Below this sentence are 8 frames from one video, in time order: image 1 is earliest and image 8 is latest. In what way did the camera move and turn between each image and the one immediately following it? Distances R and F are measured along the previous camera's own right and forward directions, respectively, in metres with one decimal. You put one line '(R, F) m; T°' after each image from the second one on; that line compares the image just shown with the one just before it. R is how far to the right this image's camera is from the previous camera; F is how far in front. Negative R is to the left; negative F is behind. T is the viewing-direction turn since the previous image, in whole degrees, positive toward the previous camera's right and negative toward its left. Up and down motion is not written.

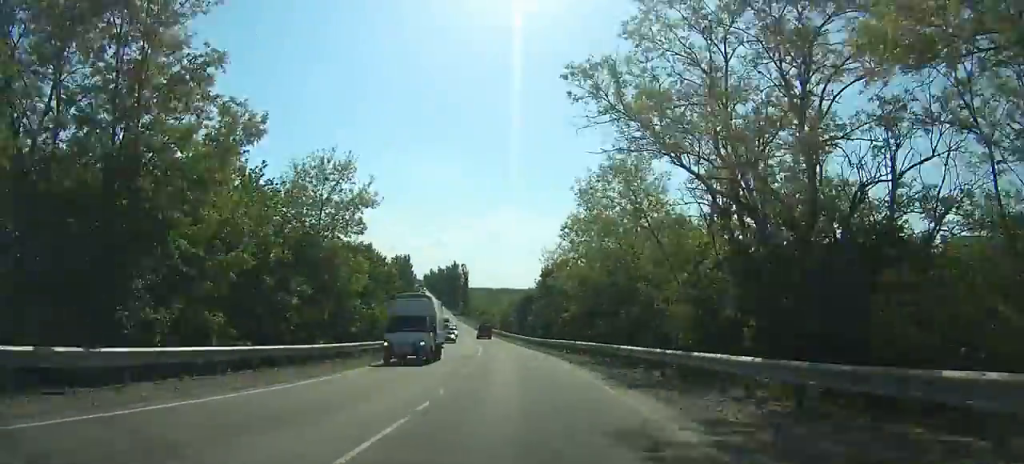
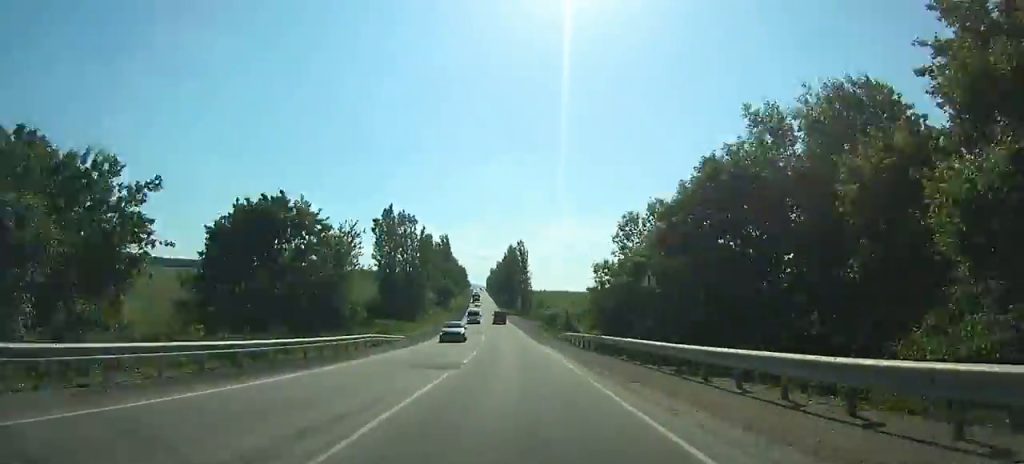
(-5.2, +66.7) m; -7°
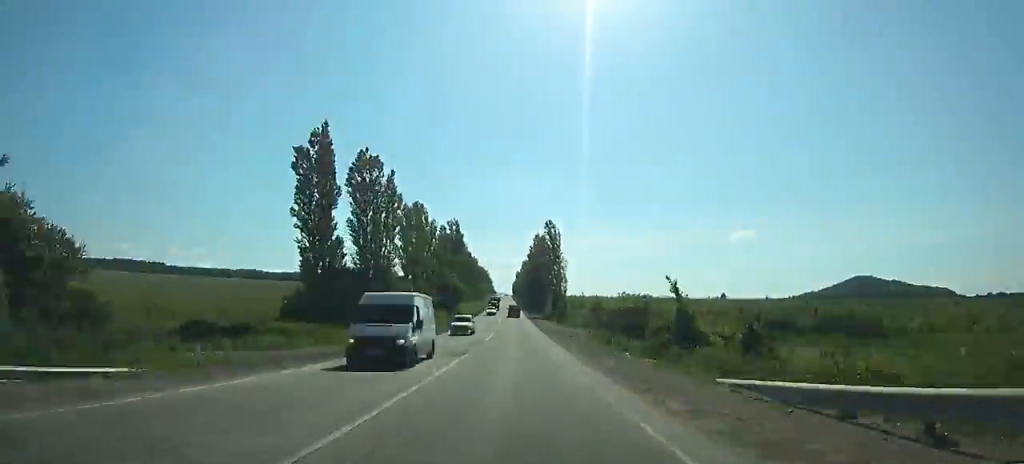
(-0.8, +35.7) m; -2°
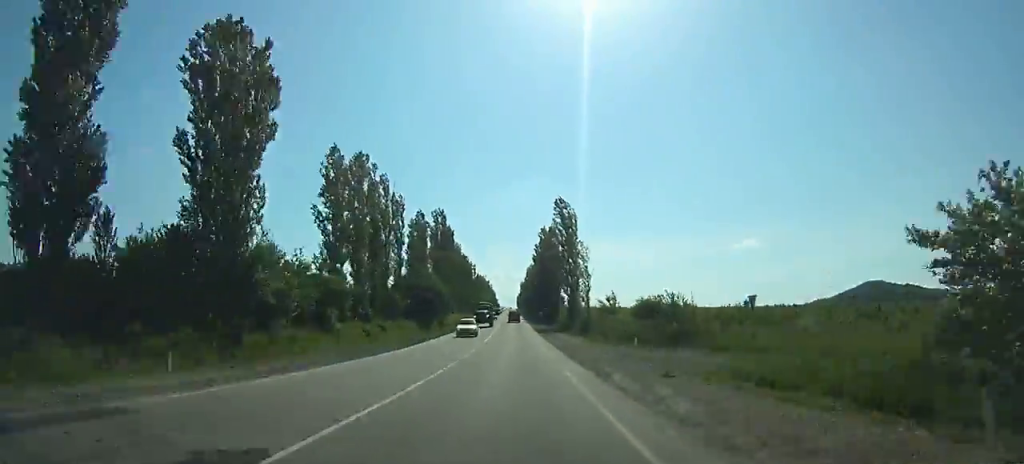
(-0.6, +30.6) m; -1°
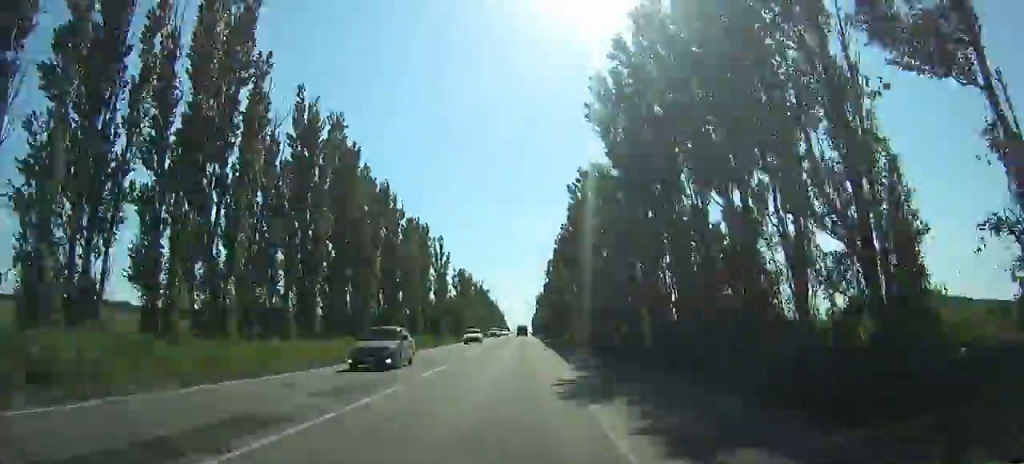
(-2.8, +108.4) m; -2°
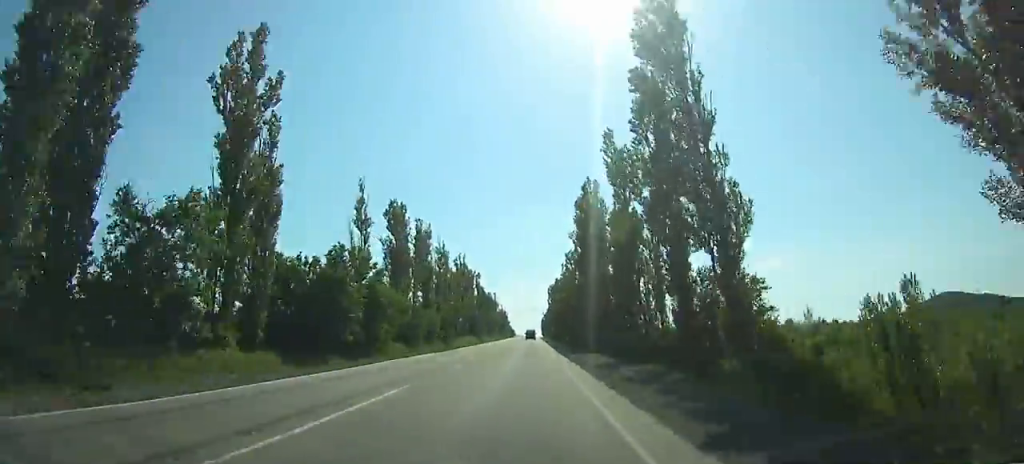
(-0.6, +70.3) m; 0°
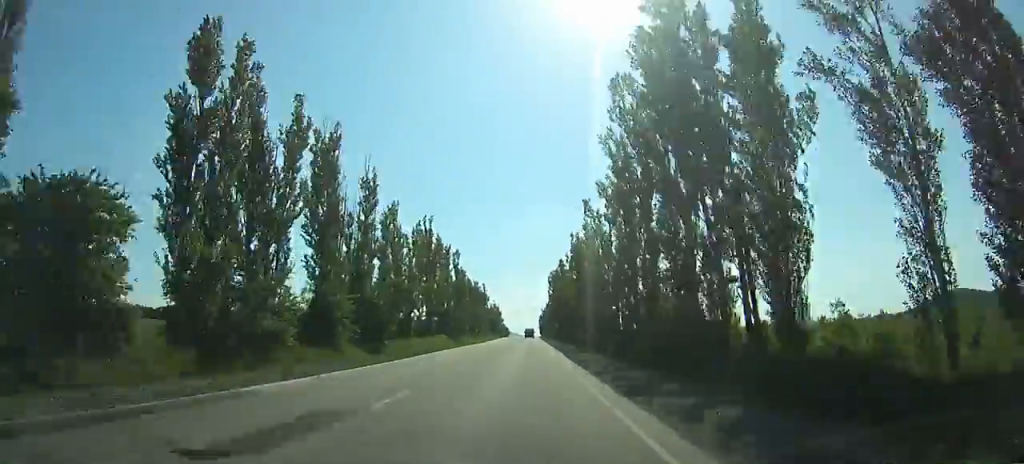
(+0.1, +37.2) m; 0°
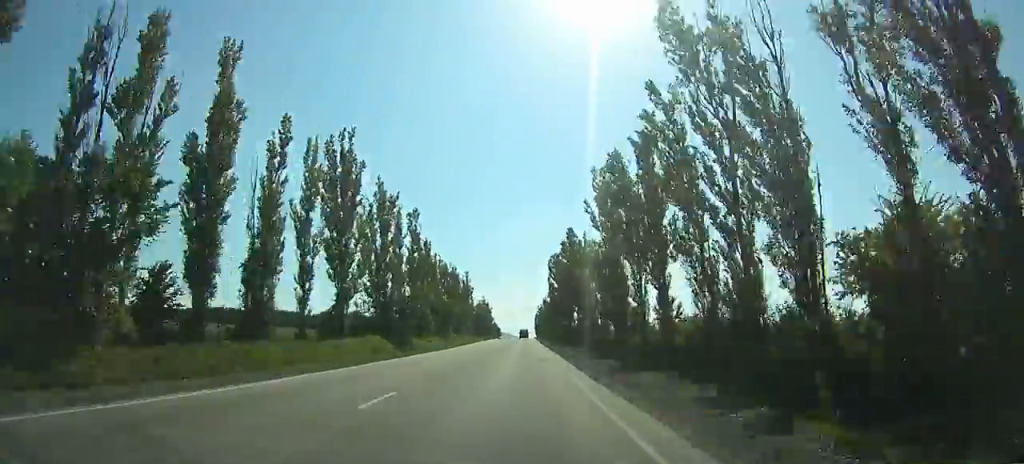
(0.0, +34.6) m; 0°
